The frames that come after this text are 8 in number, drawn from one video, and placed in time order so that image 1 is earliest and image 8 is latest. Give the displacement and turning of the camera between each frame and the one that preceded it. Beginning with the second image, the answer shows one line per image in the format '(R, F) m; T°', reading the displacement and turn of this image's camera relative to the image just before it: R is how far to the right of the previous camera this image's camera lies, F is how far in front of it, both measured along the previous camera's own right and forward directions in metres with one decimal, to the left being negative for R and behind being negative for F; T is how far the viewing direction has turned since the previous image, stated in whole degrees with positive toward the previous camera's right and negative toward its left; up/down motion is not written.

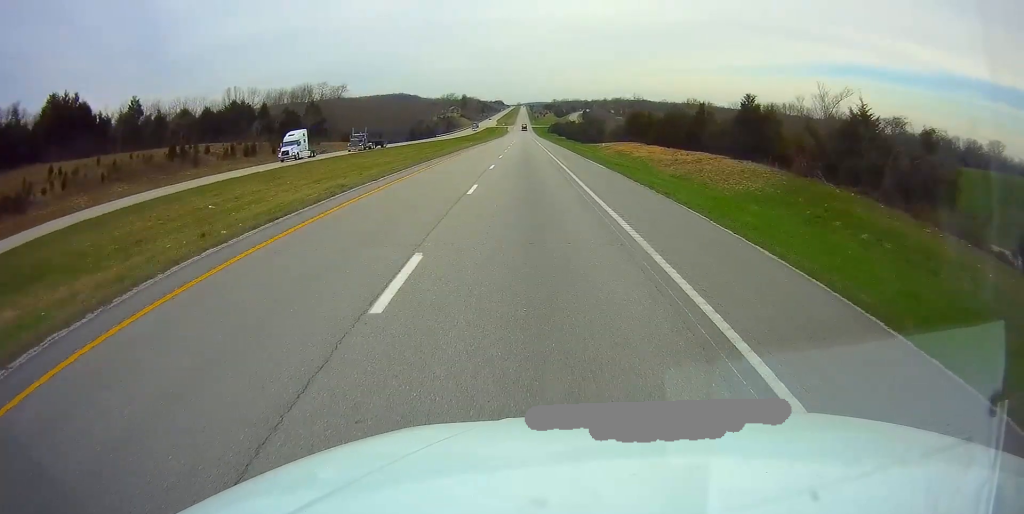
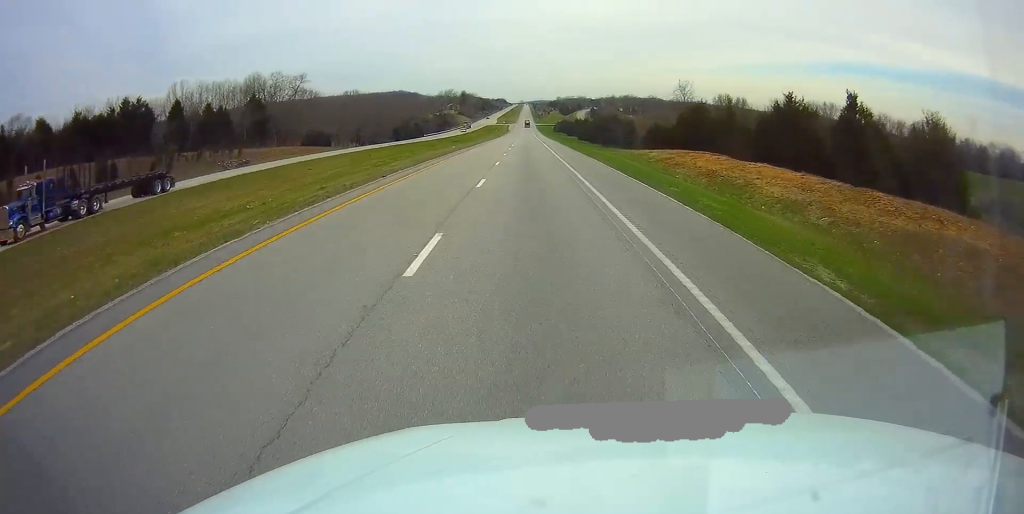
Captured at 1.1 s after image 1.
(-0.4, +34.9) m; 0°
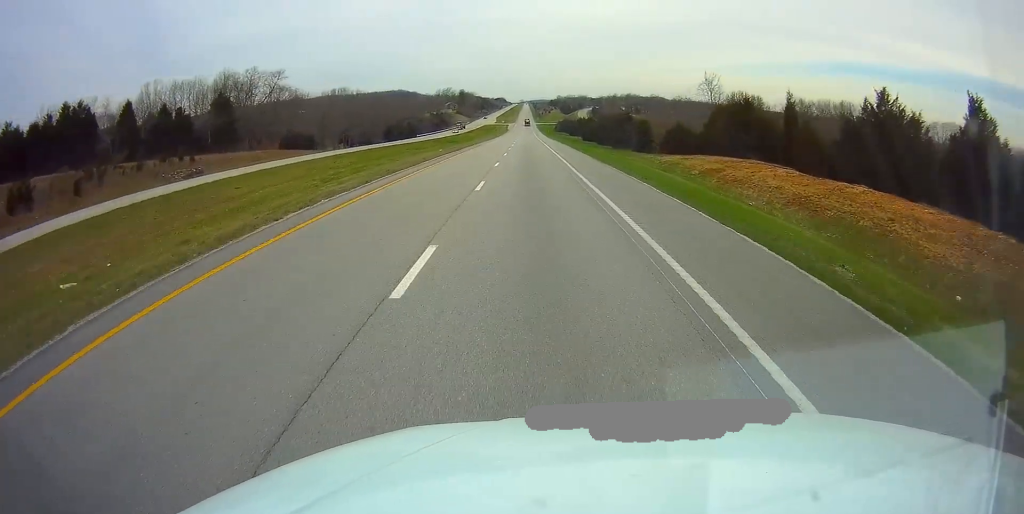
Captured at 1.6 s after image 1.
(+0.1, +13.4) m; 0°
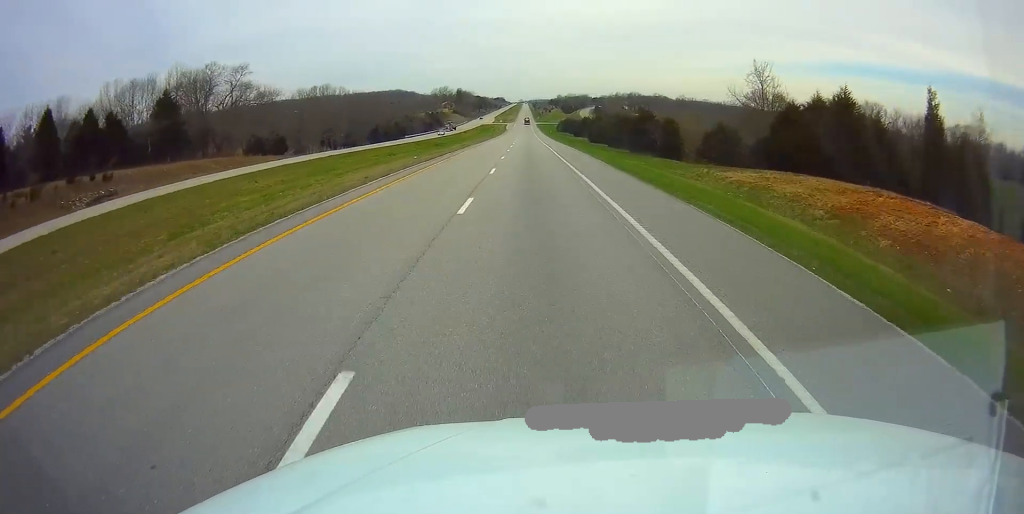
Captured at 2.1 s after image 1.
(+0.1, +17.6) m; 0°
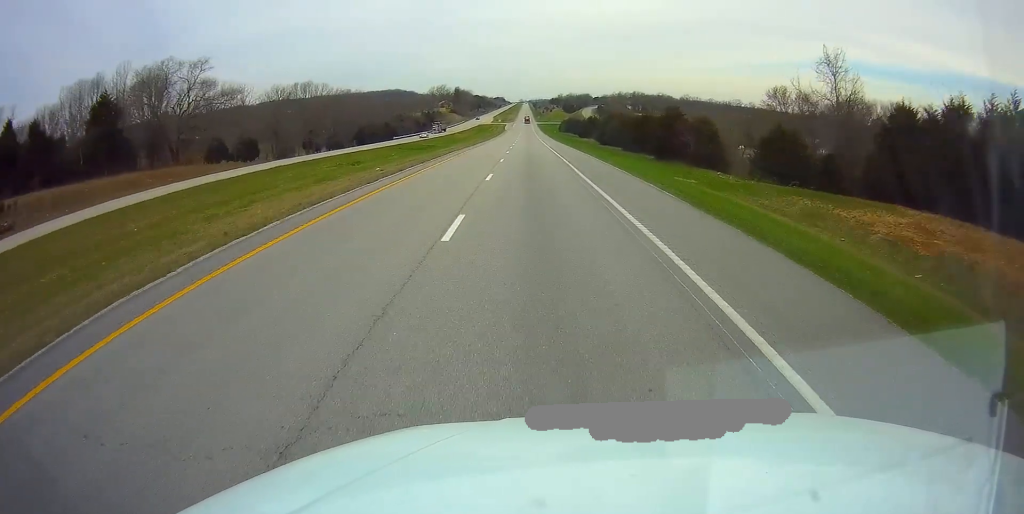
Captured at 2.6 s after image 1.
(0.0, +15.6) m; 0°
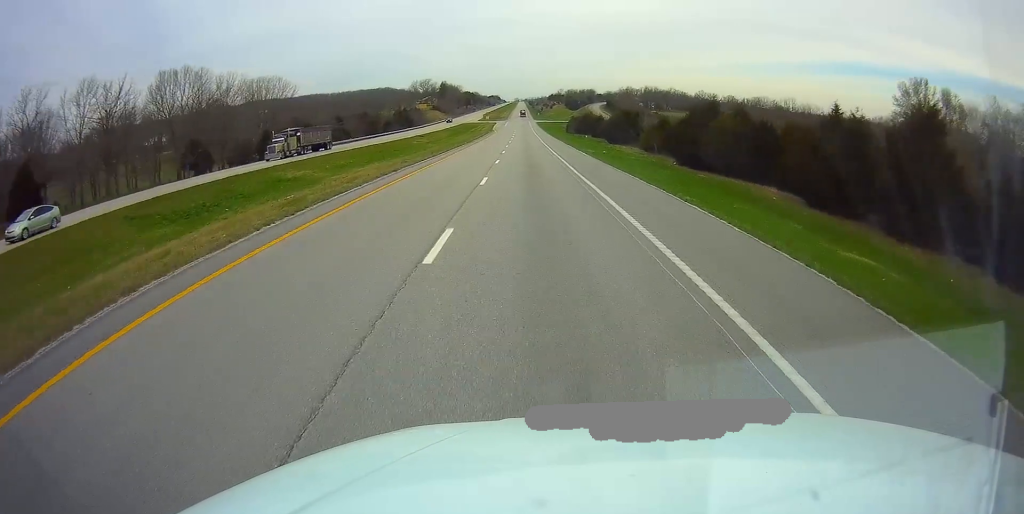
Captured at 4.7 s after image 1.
(+0.5, +63.7) m; +1°
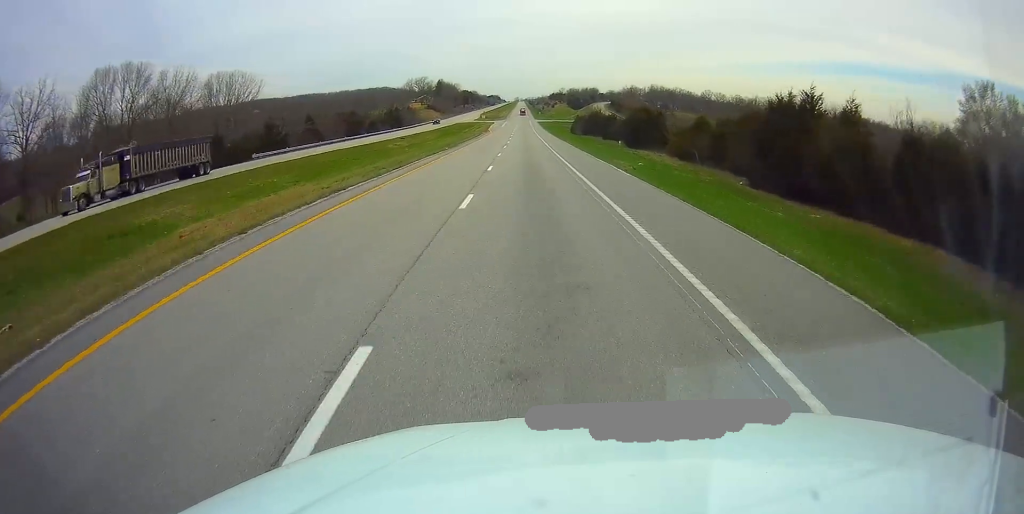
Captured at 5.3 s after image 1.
(+0.1, +18.7) m; 0°
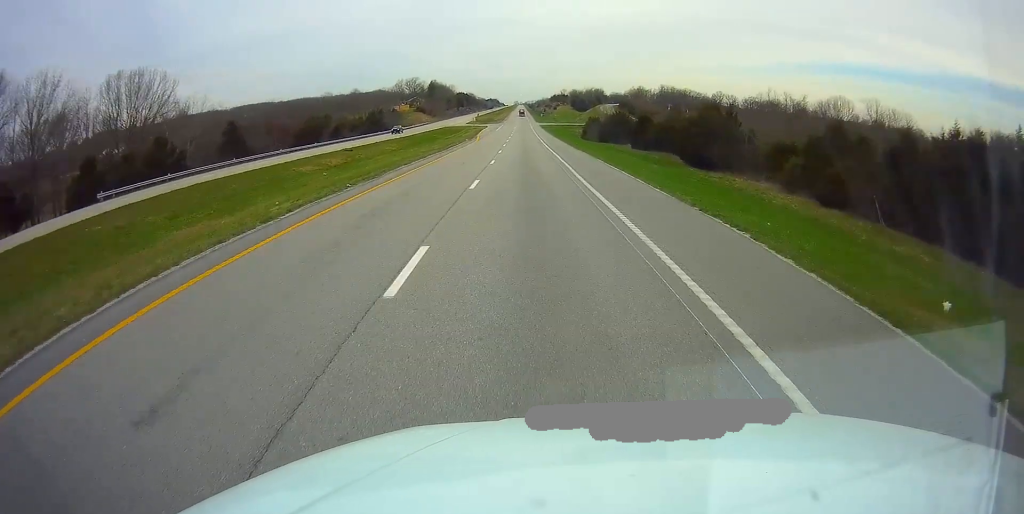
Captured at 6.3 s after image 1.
(-0.1, +32.2) m; 0°
